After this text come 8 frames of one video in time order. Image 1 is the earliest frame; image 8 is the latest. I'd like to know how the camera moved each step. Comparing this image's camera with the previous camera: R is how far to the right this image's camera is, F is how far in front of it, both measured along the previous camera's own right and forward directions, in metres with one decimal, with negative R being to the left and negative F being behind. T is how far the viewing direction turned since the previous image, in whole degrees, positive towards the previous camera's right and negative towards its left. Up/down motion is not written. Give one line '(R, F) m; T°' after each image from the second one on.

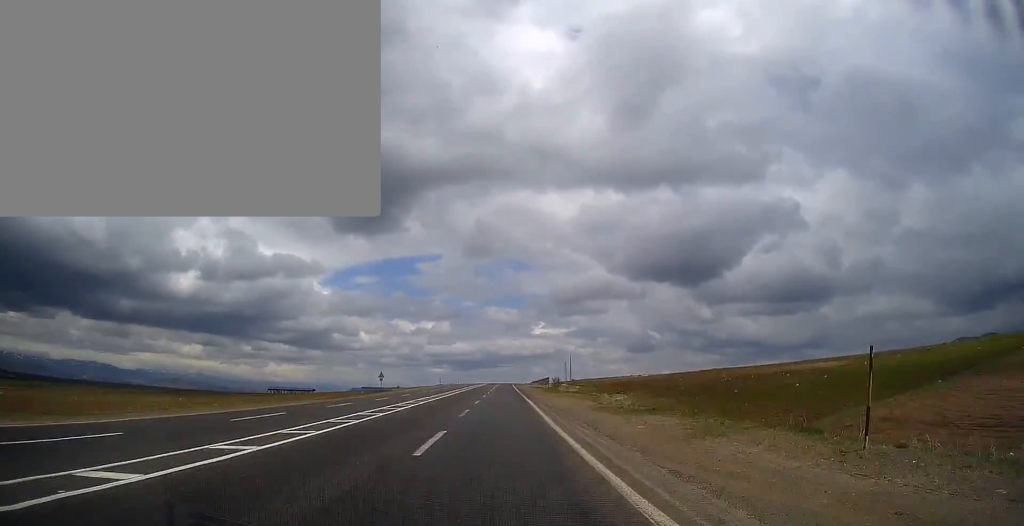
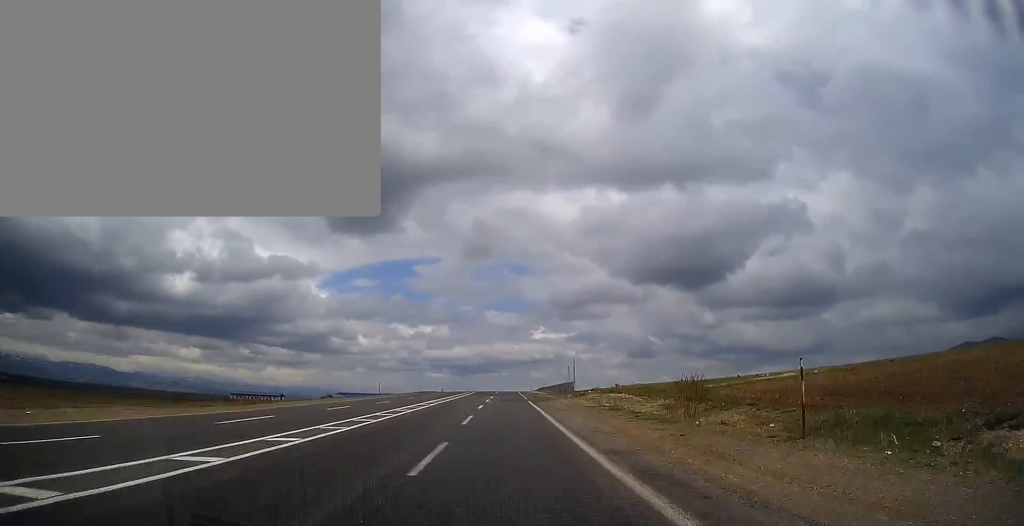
(+0.1, +73.2) m; 0°
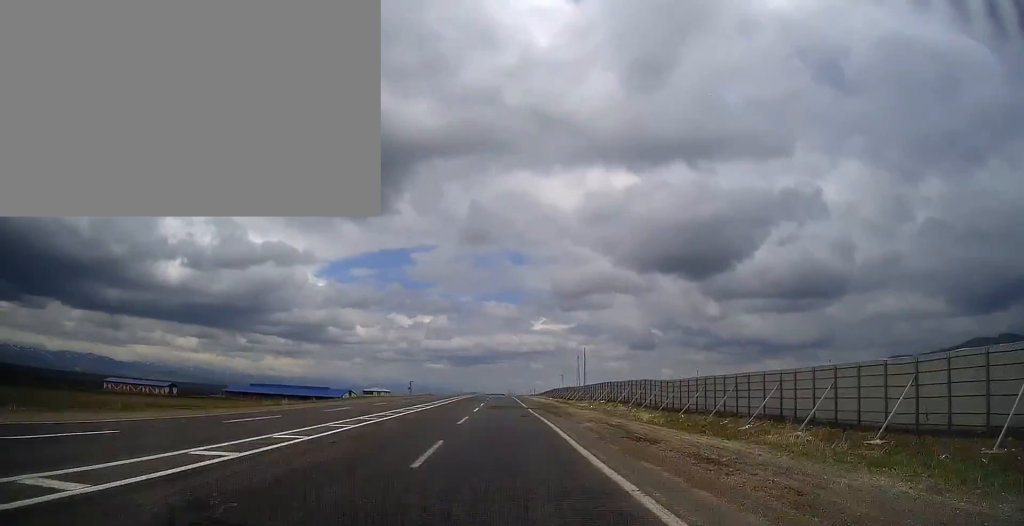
(0.0, +157.7) m; 0°
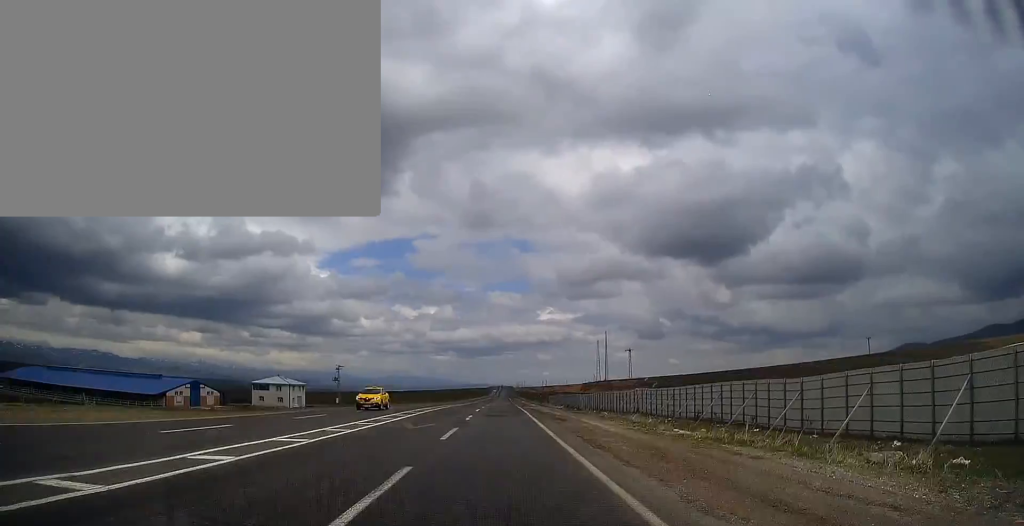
(-0.6, +156.6) m; 0°
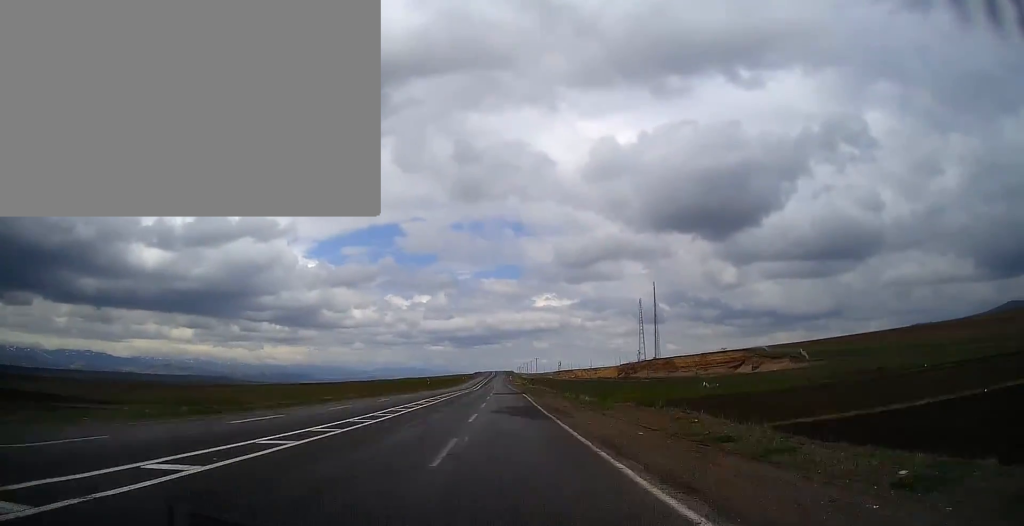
(-0.3, +299.8) m; 0°
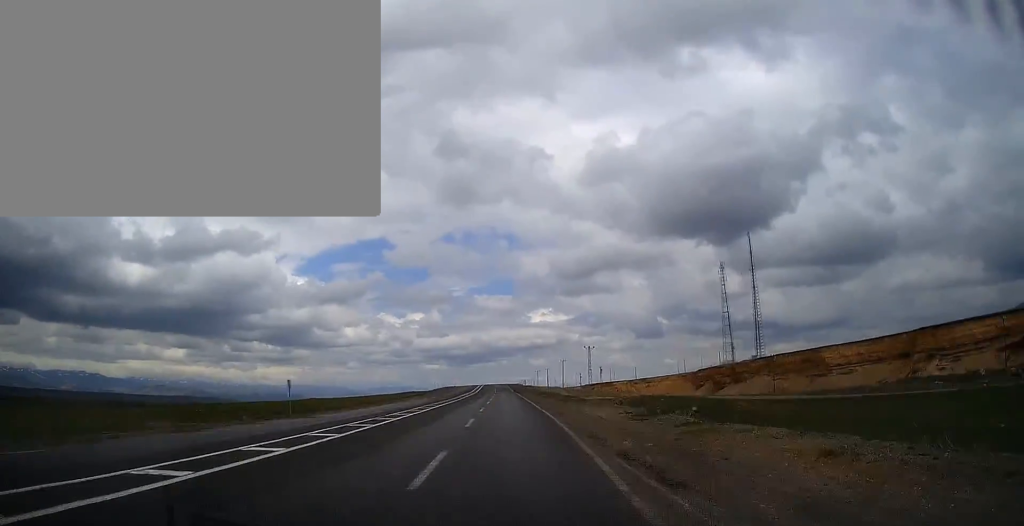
(-0.2, +233.2) m; 0°
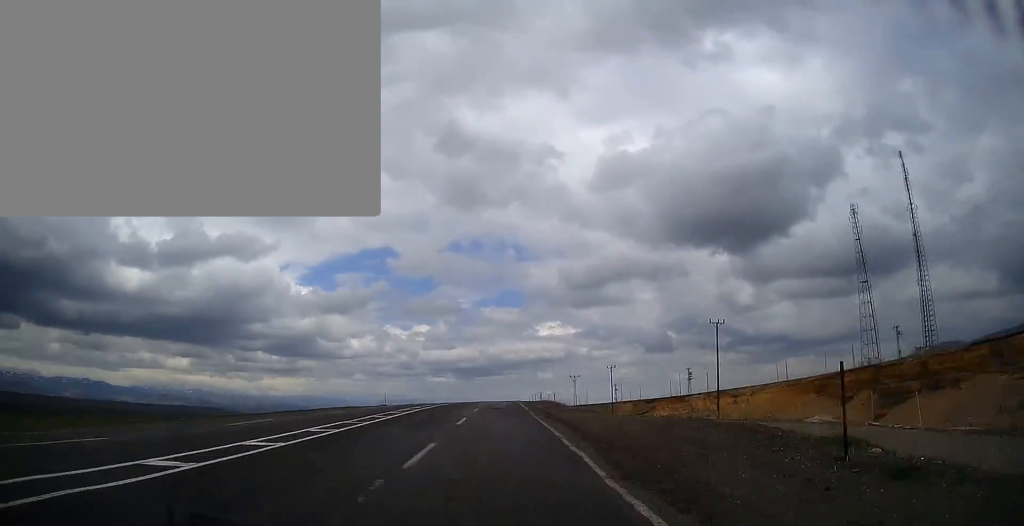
(+0.3, +143.0) m; 0°
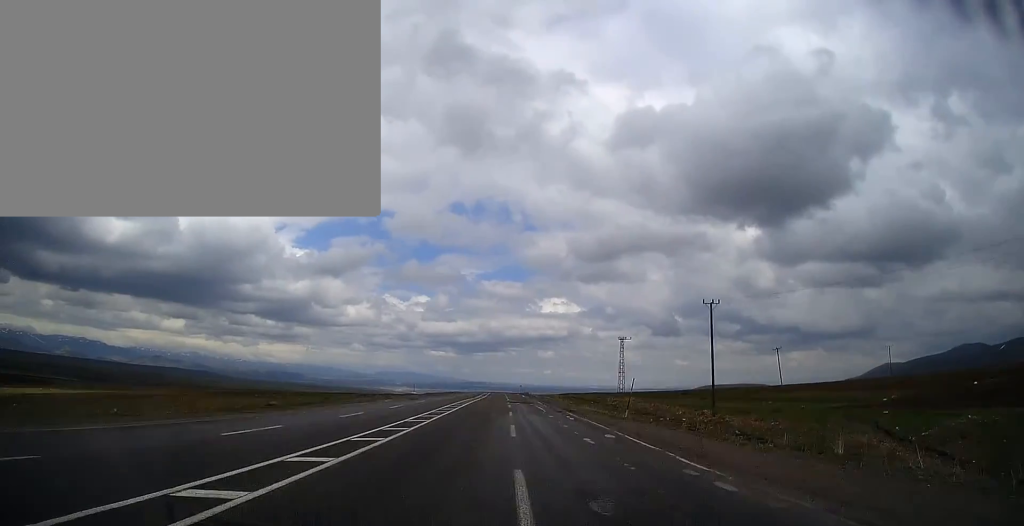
(-0.3, +372.1) m; 0°
